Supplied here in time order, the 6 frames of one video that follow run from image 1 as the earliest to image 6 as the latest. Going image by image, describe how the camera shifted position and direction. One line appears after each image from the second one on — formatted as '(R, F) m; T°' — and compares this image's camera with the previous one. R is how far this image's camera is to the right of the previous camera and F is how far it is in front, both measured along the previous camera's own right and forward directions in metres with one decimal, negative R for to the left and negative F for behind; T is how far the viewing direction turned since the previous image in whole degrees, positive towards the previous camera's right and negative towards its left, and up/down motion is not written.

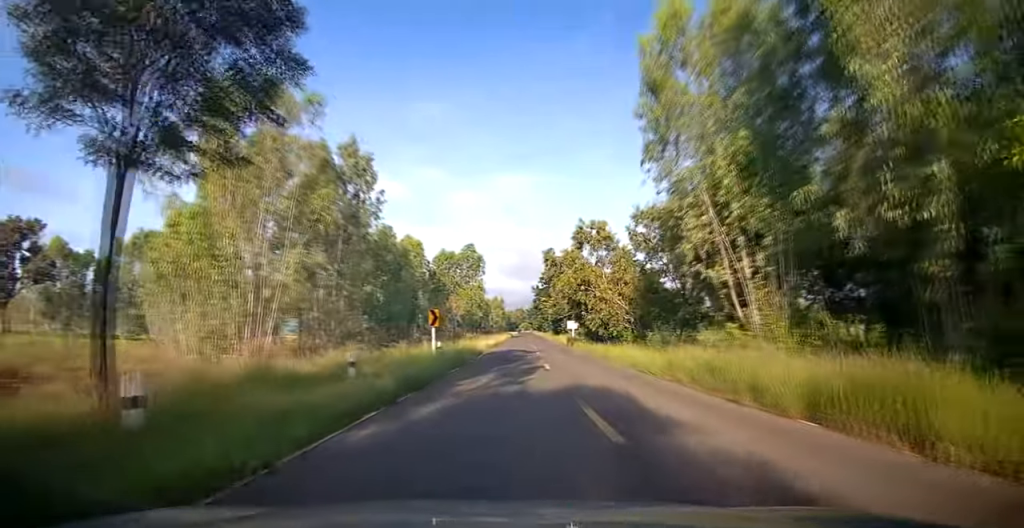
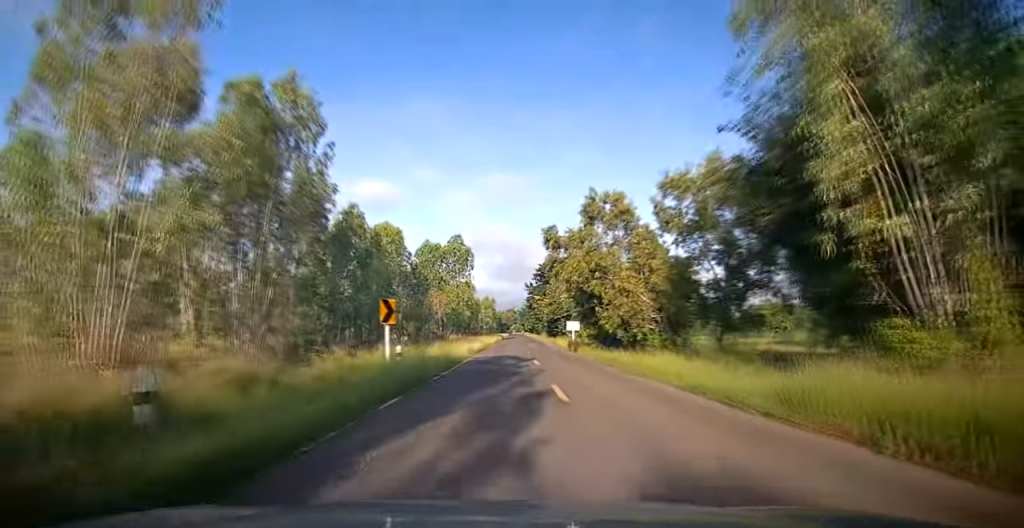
(+0.2, +7.8) m; +3°
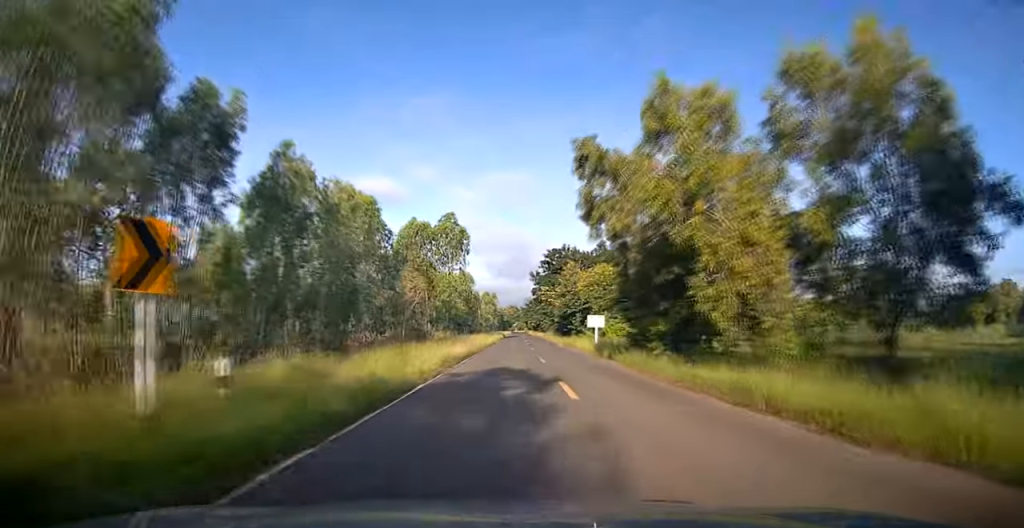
(+0.3, +12.0) m; +2°
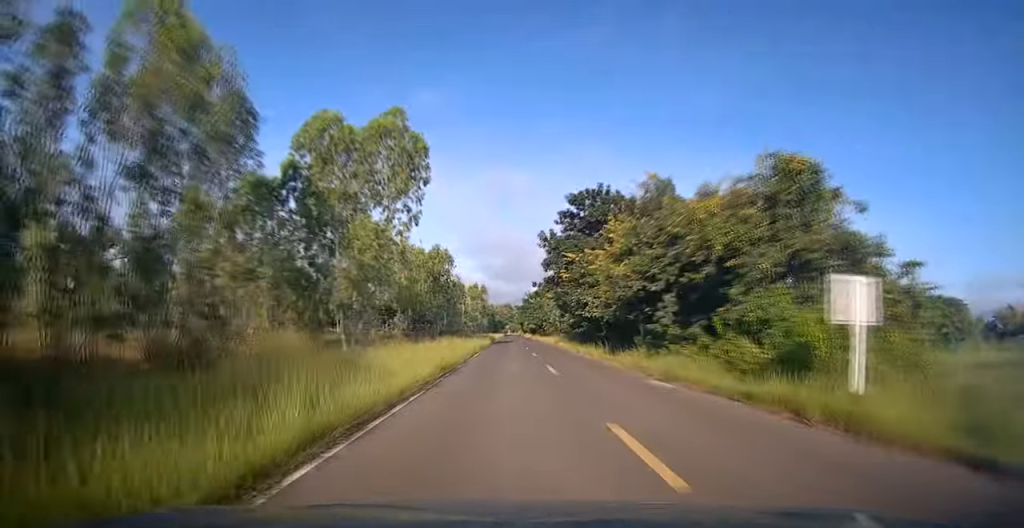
(0.0, +29.5) m; +1°
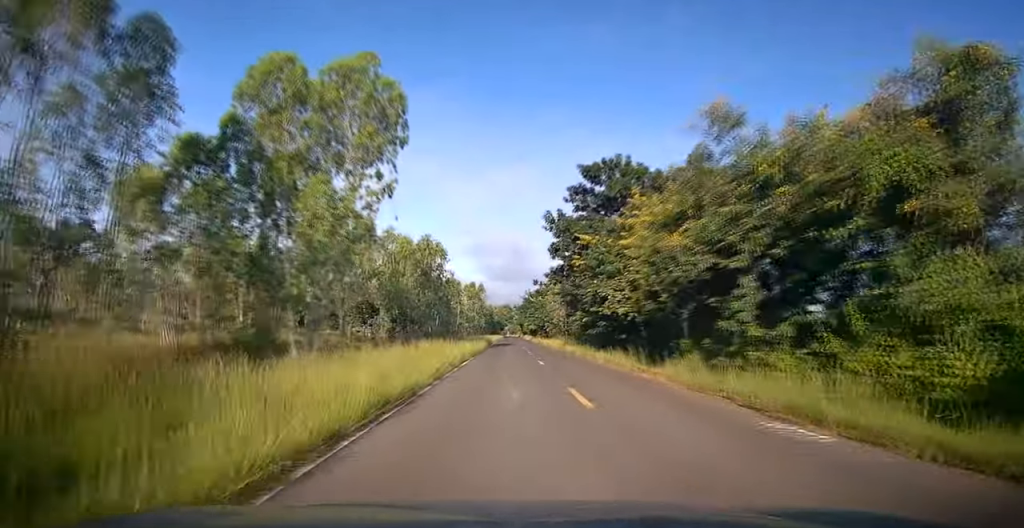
(+0.1, +7.1) m; 0°
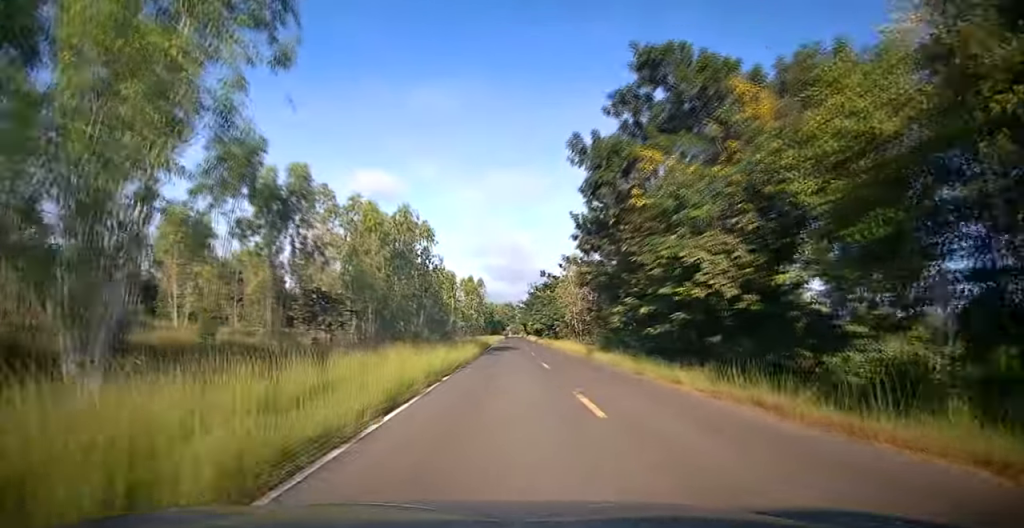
(-0.3, +13.2) m; -1°
